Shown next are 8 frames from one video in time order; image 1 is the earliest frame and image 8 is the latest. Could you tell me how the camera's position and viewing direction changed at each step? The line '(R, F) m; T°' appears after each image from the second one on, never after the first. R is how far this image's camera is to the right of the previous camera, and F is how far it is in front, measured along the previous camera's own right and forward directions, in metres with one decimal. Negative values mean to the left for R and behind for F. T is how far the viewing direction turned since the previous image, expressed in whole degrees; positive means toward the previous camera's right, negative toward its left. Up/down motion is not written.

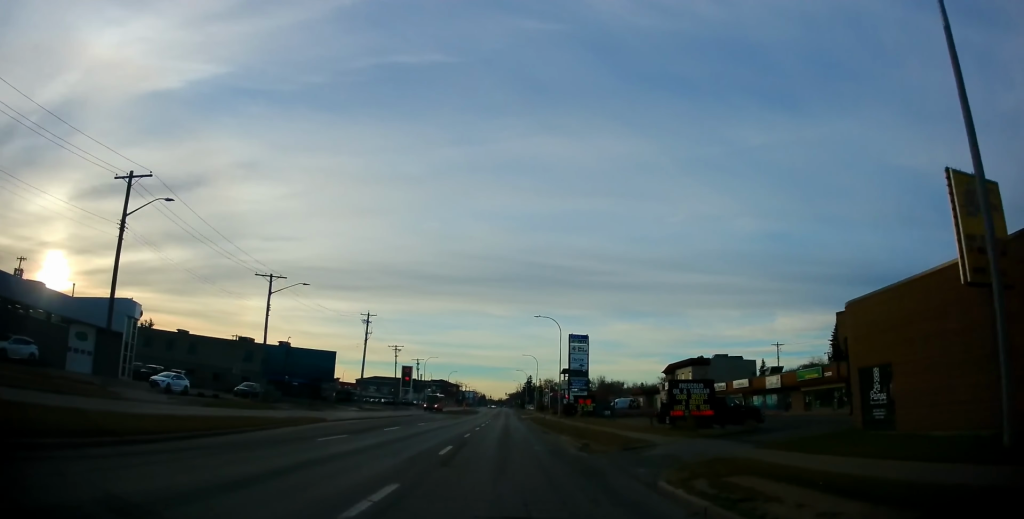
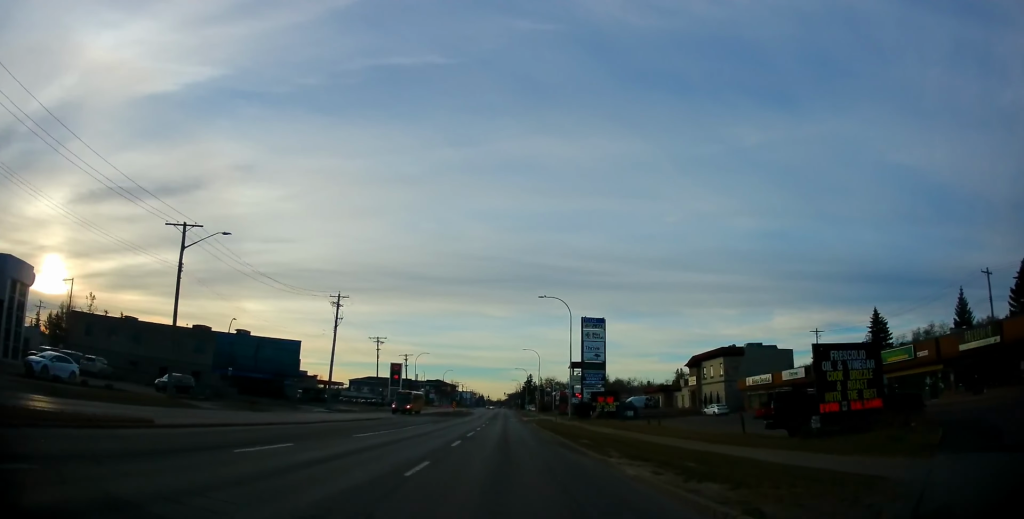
(+0.2, +14.2) m; +1°
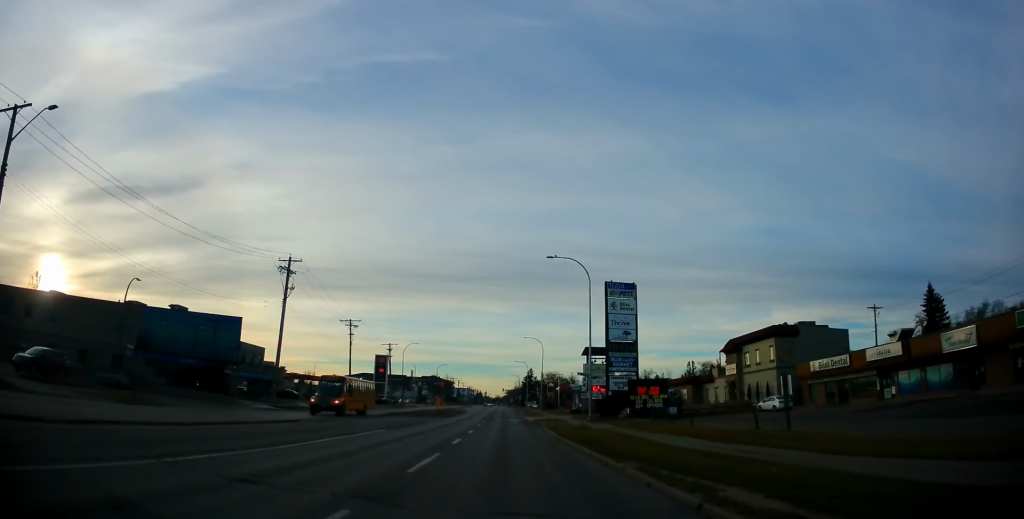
(-0.1, +16.0) m; 0°
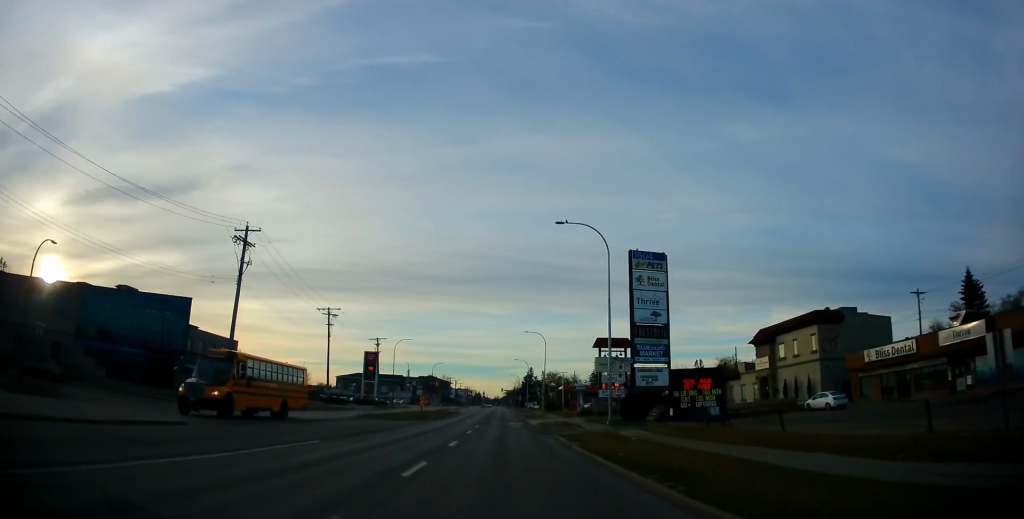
(0.0, +9.6) m; 0°
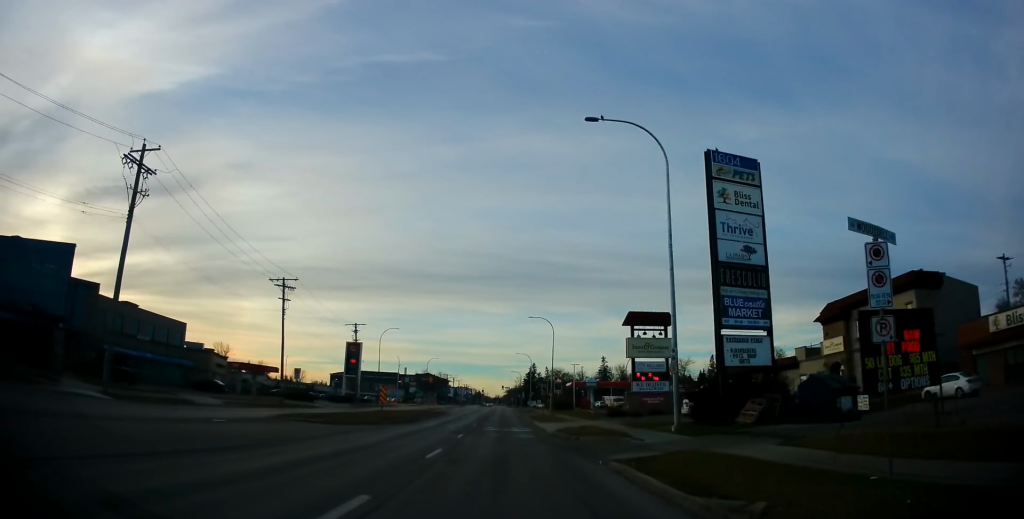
(+0.1, +15.0) m; 0°
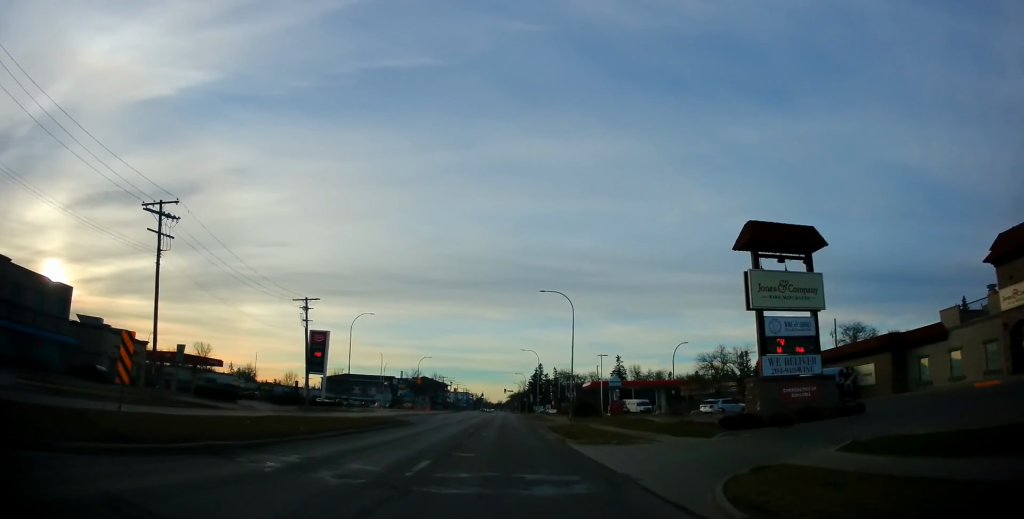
(-0.3, +22.1) m; -1°
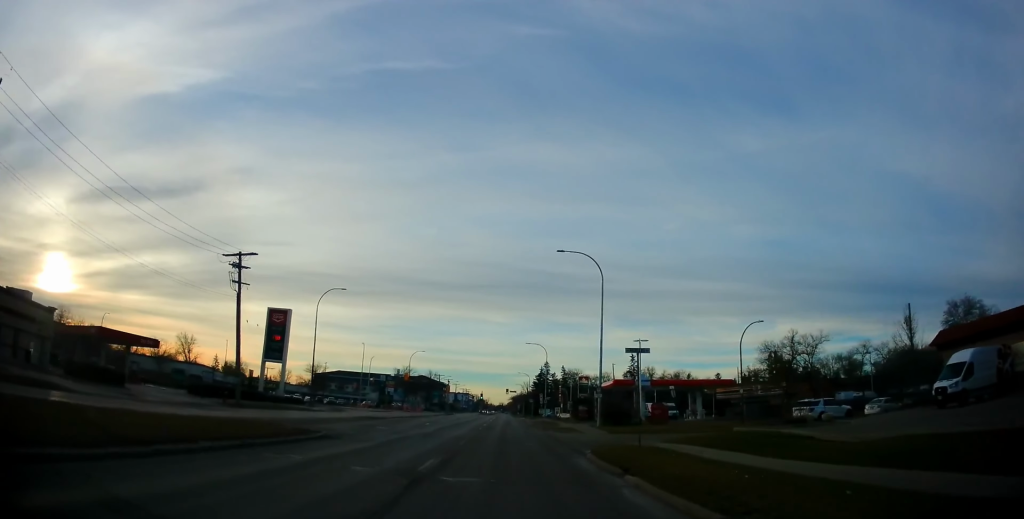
(0.0, +17.1) m; +1°
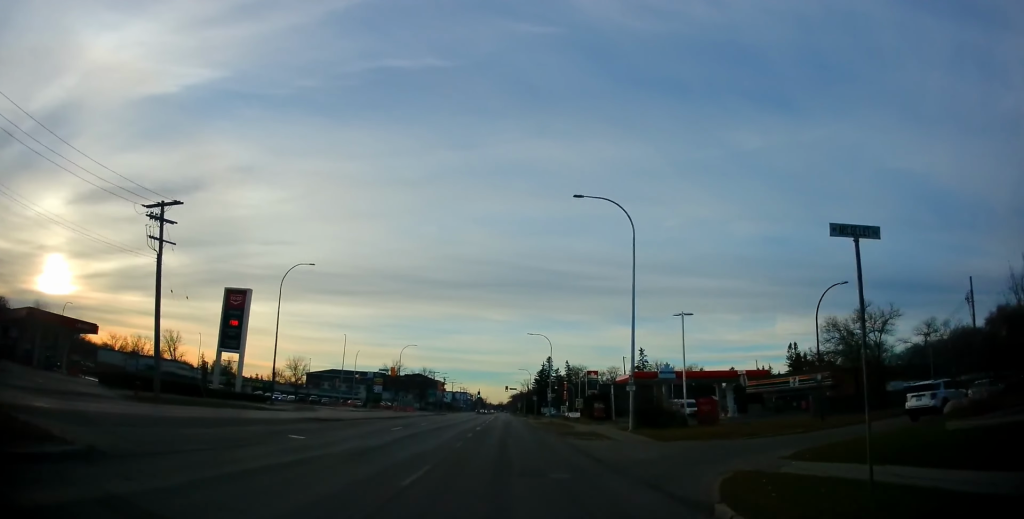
(+0.1, +11.8) m; +1°
